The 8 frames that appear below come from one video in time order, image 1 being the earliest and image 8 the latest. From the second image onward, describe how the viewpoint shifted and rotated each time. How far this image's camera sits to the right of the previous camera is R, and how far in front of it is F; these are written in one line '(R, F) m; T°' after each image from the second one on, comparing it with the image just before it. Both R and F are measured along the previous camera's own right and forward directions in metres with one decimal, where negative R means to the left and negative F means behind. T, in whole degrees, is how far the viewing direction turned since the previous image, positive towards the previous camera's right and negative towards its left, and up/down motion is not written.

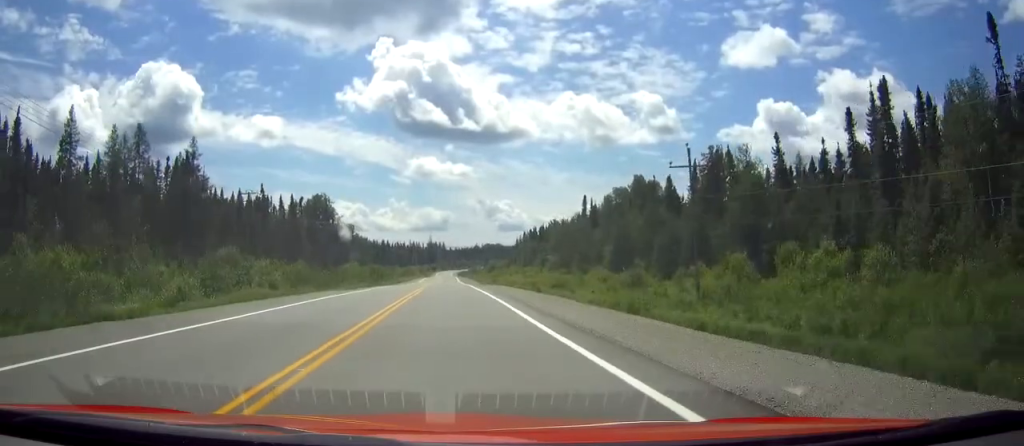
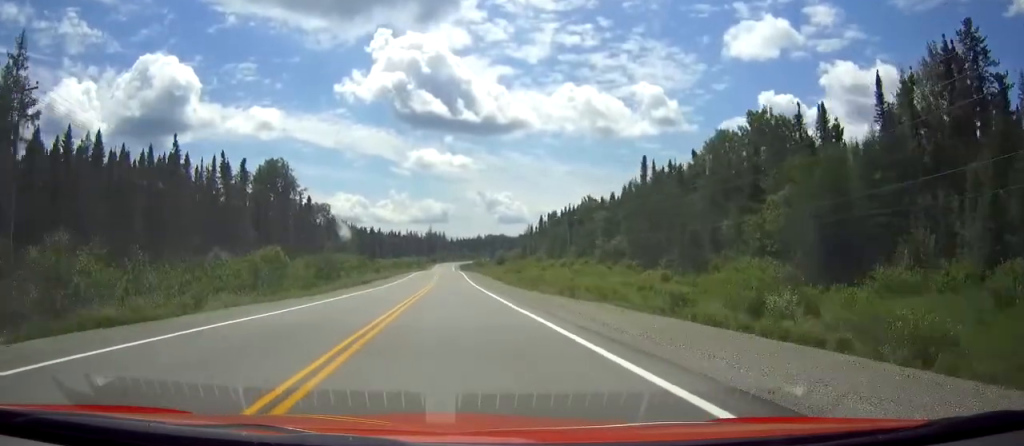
(-0.1, +48.8) m; 0°
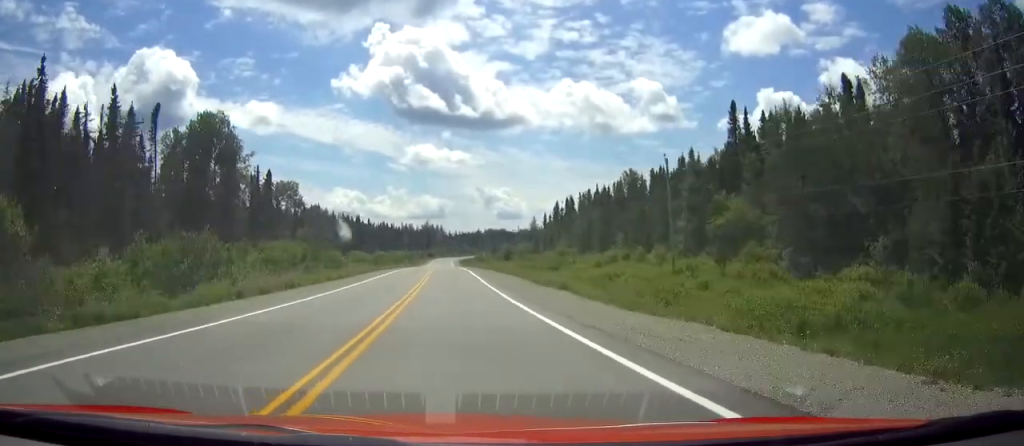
(+0.1, +37.5) m; 0°
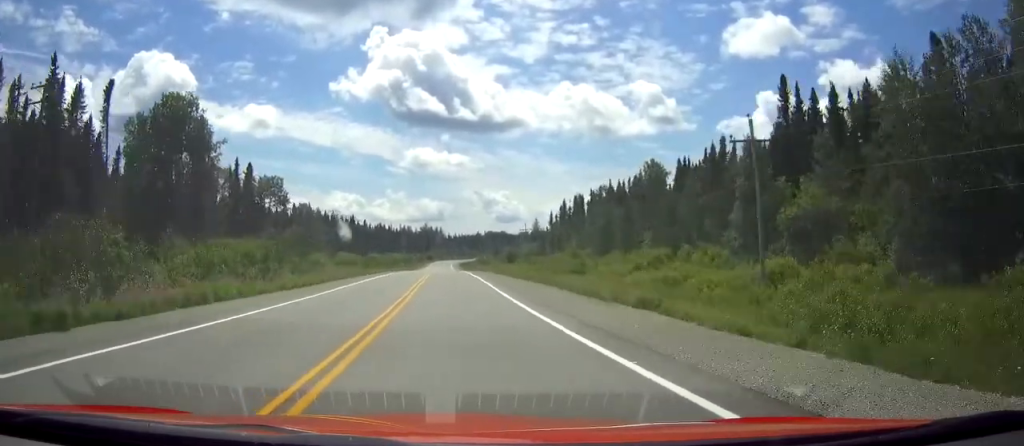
(0.0, +13.2) m; 0°
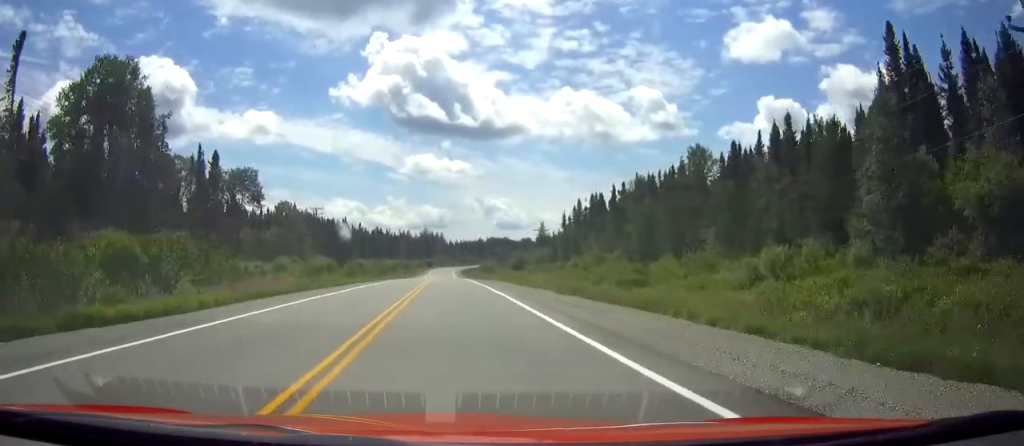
(0.0, +19.3) m; 0°
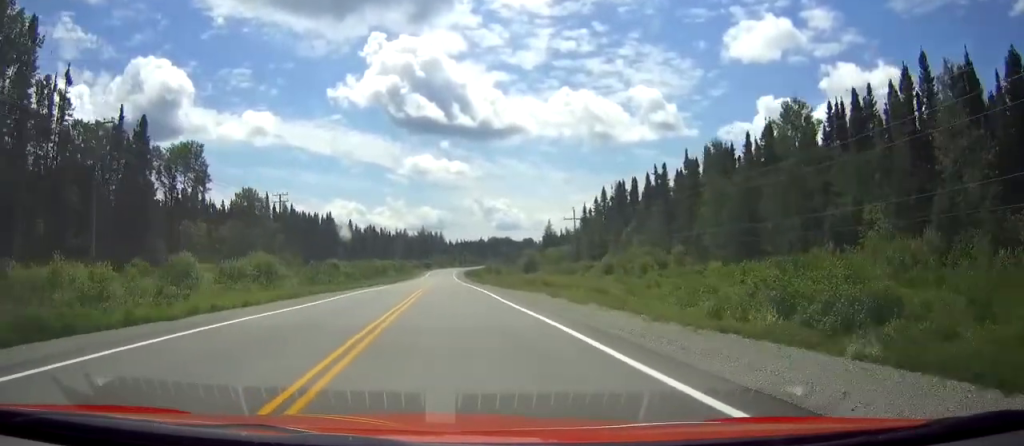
(-0.1, +26.3) m; 0°
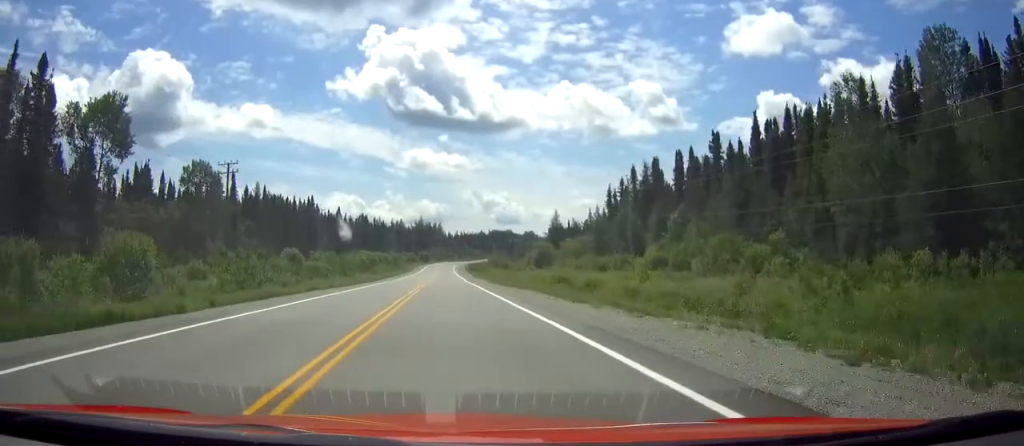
(0.0, +23.3) m; 0°
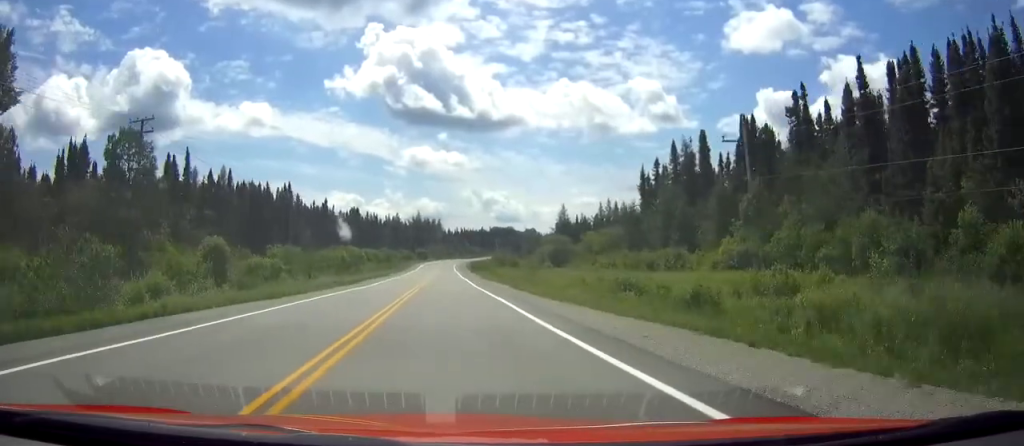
(+0.1, +22.3) m; 0°
